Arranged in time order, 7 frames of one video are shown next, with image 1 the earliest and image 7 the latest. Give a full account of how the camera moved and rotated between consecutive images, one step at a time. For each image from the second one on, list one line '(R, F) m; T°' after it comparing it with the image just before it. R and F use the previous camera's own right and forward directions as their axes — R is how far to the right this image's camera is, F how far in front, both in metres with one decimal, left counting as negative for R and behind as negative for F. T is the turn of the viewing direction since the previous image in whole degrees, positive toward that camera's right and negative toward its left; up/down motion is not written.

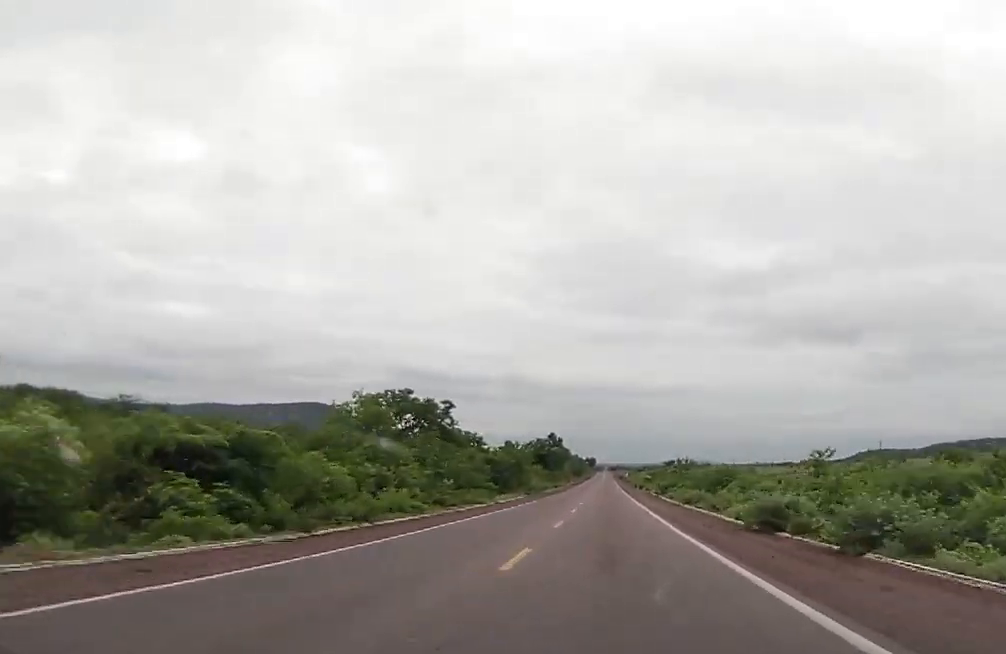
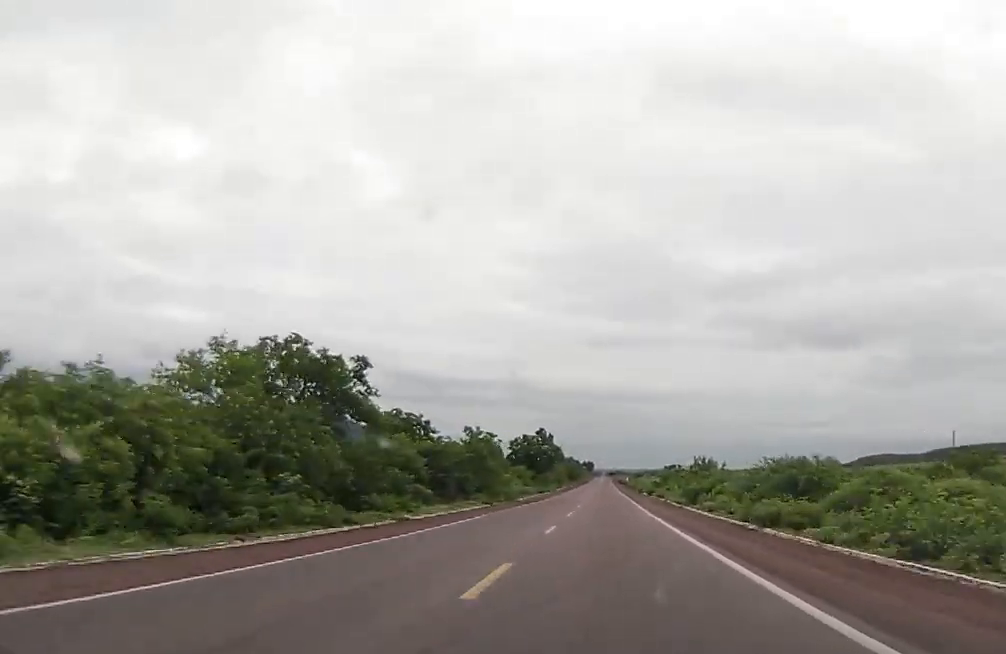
(+0.1, +27.2) m; 0°
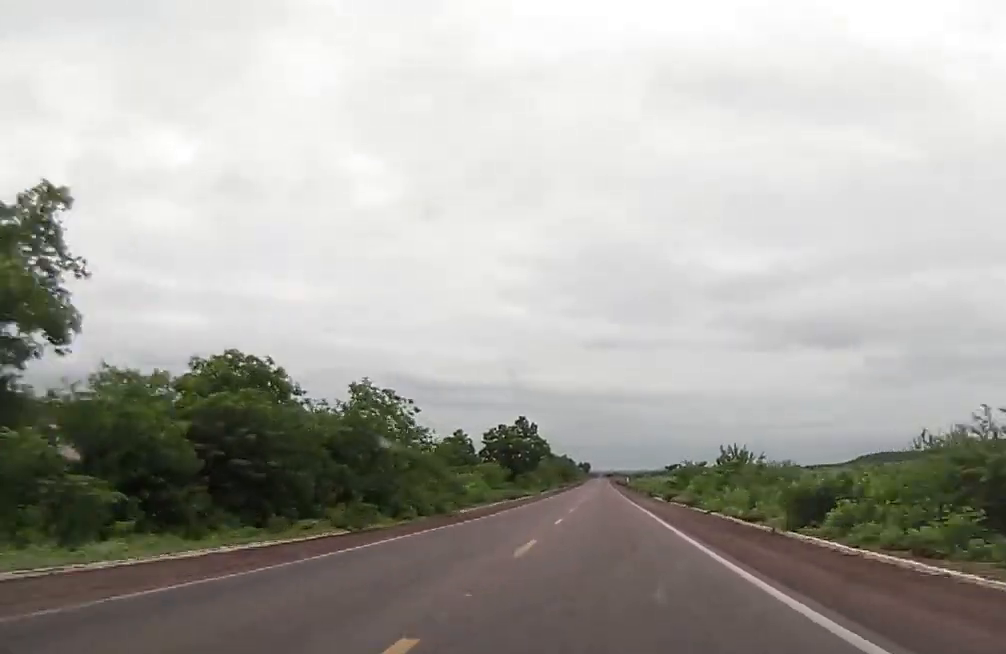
(0.0, +30.1) m; 0°
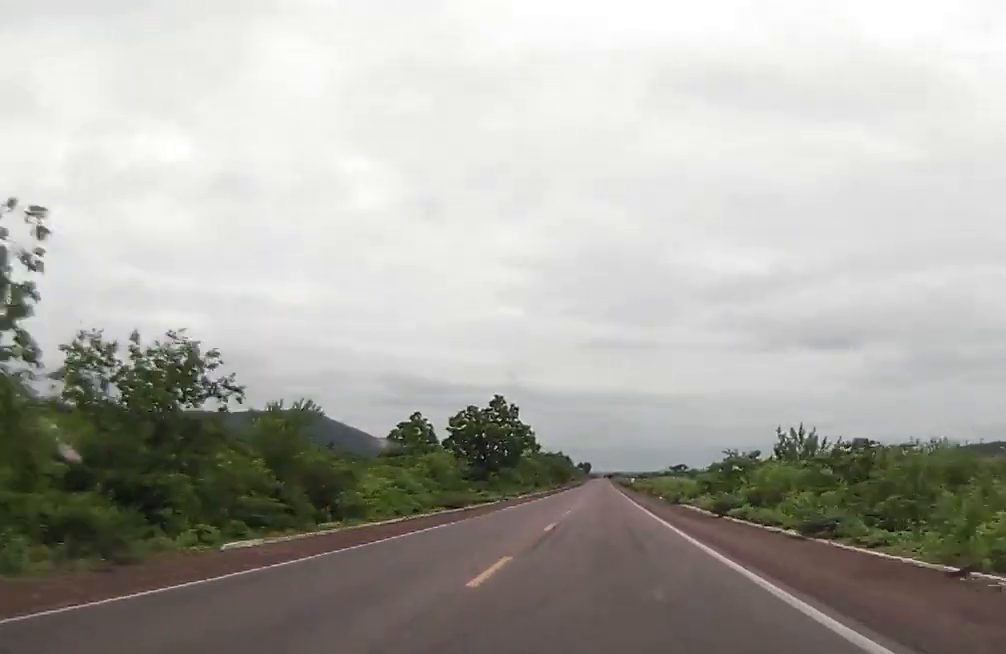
(-0.1, +28.8) m; 0°
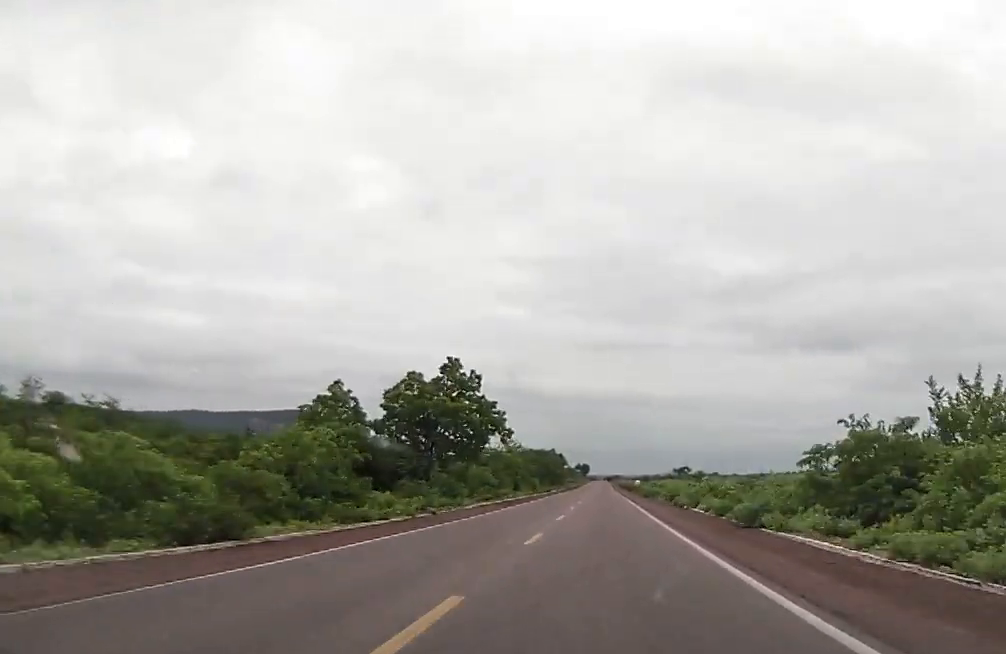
(0.0, +28.8) m; 0°
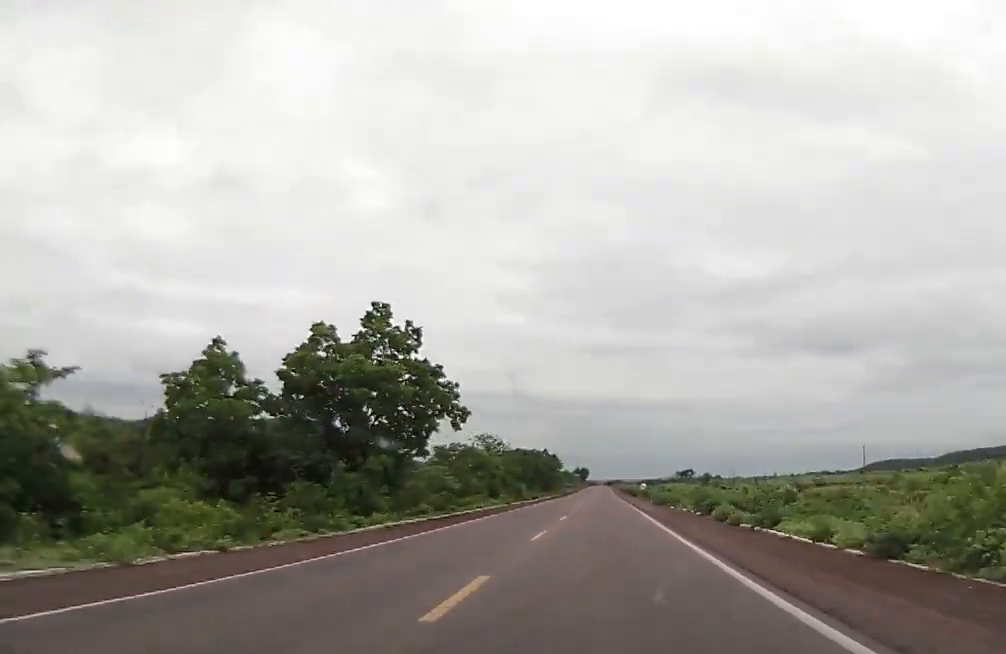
(0.0, +21.7) m; 0°
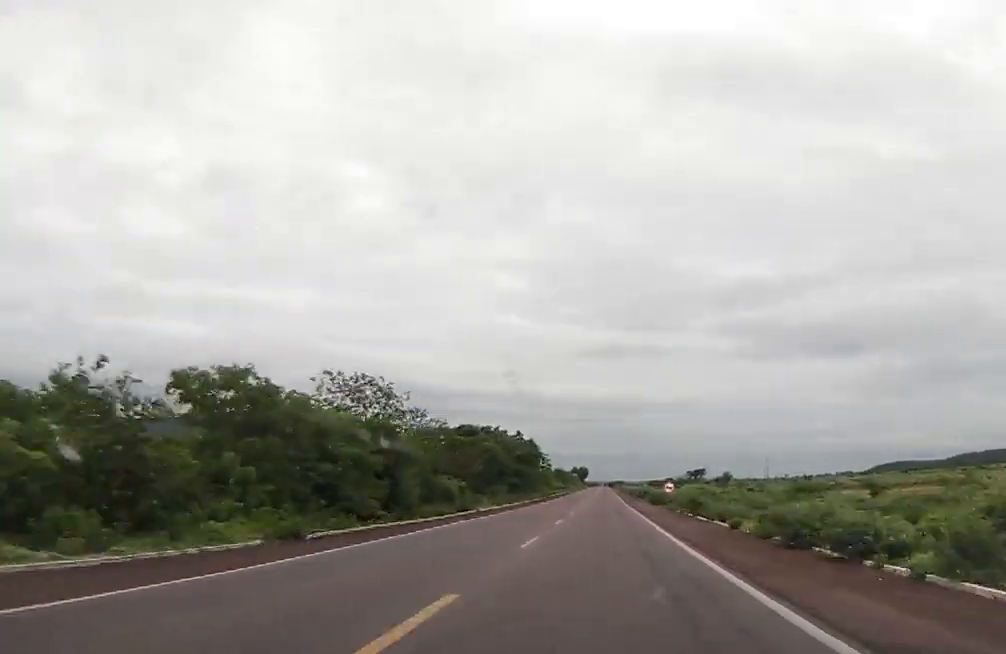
(-0.1, +50.4) m; 0°
